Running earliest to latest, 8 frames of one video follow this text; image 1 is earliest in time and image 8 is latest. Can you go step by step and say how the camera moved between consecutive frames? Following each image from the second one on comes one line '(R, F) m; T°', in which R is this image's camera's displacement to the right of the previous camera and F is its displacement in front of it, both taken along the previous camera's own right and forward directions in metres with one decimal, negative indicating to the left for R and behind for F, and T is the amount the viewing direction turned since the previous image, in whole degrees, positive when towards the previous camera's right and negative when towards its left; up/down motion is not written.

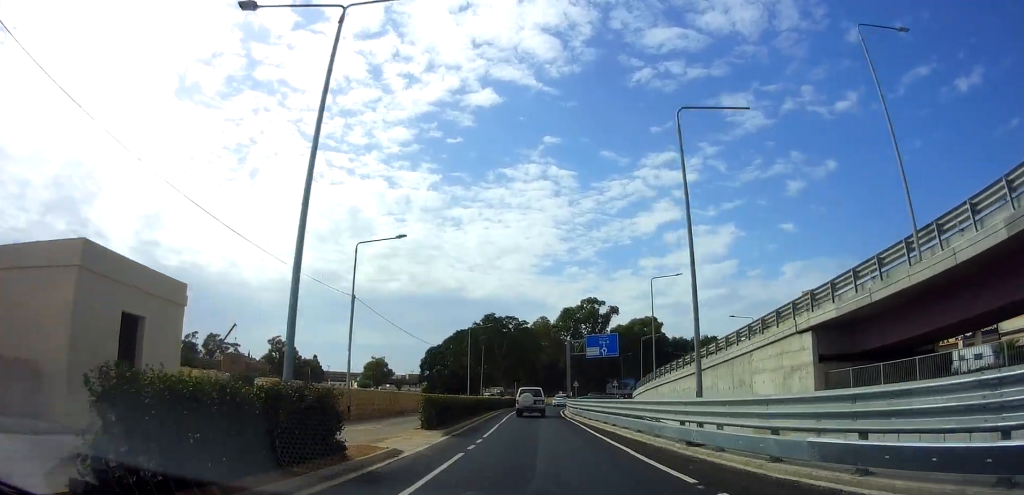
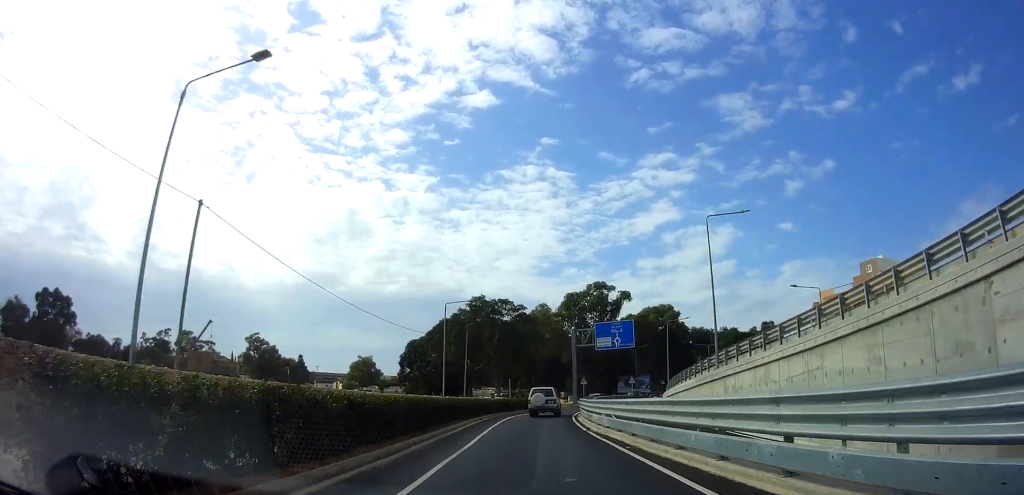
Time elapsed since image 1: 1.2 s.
(-0.4, +15.1) m; -1°
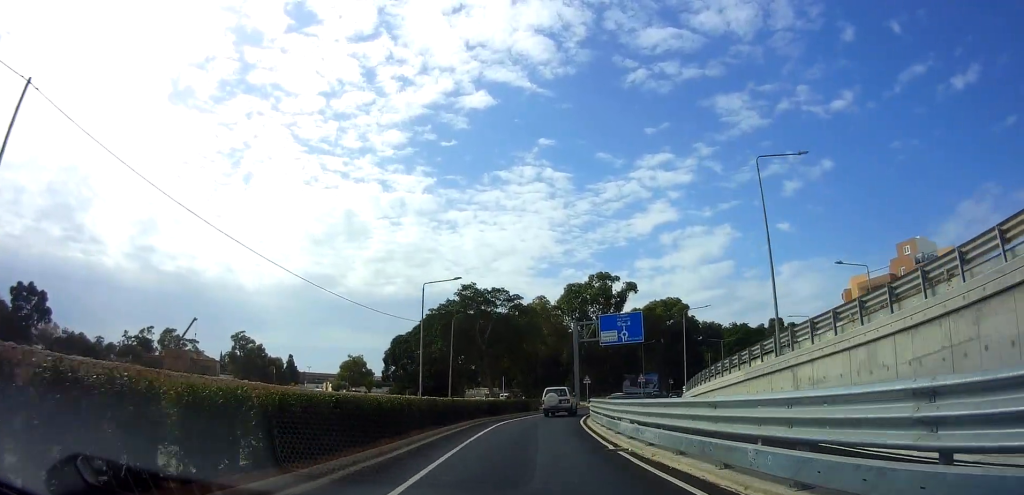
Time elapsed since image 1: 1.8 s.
(+0.1, +7.6) m; 0°
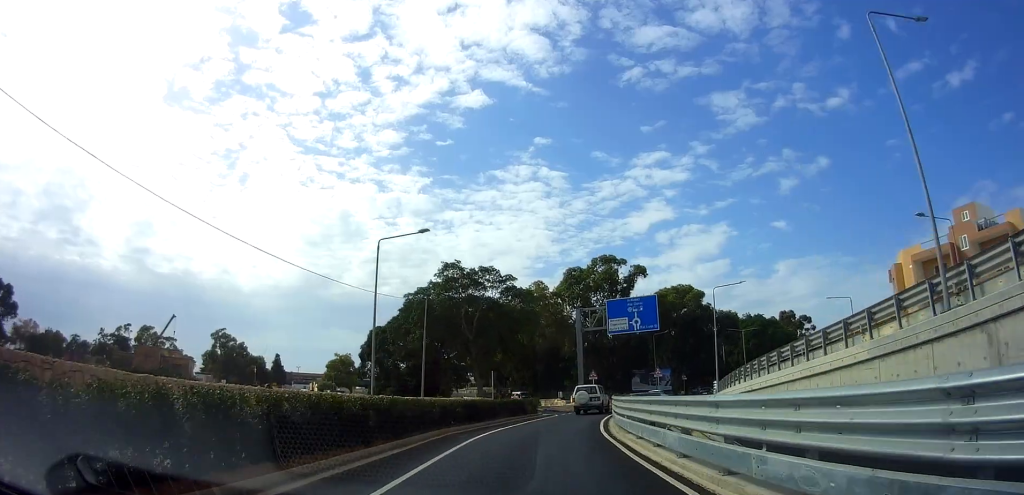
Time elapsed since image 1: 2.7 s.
(0.0, +9.8) m; +1°
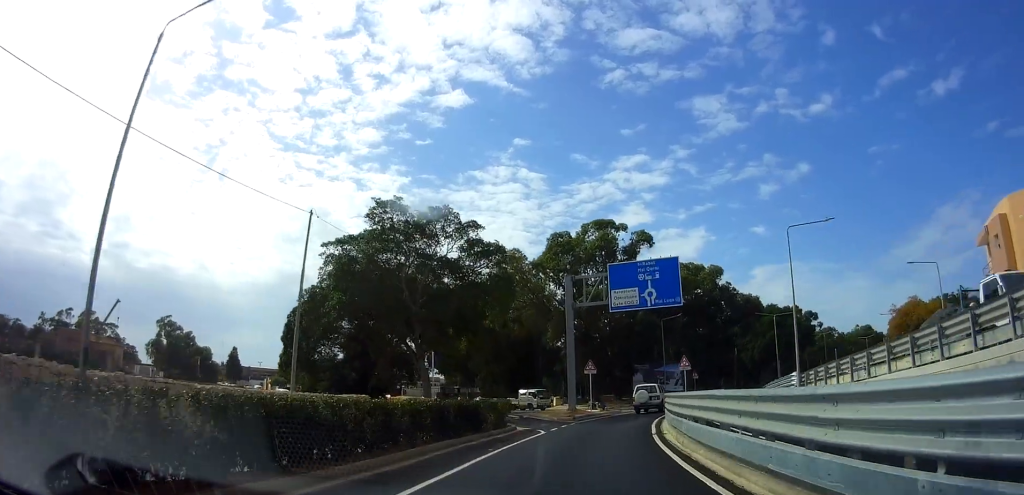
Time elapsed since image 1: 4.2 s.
(+0.8, +16.6) m; +2°
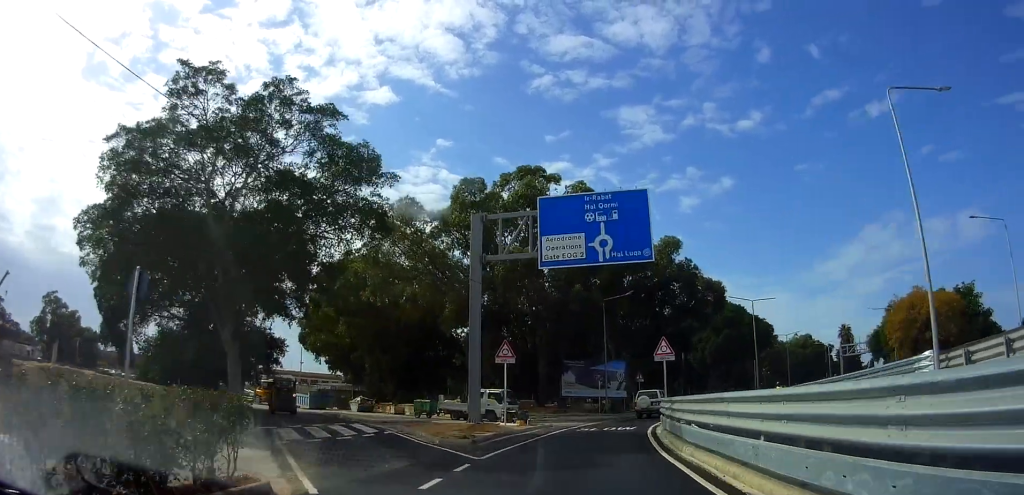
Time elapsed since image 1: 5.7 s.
(+0.2, +15.0) m; +6°
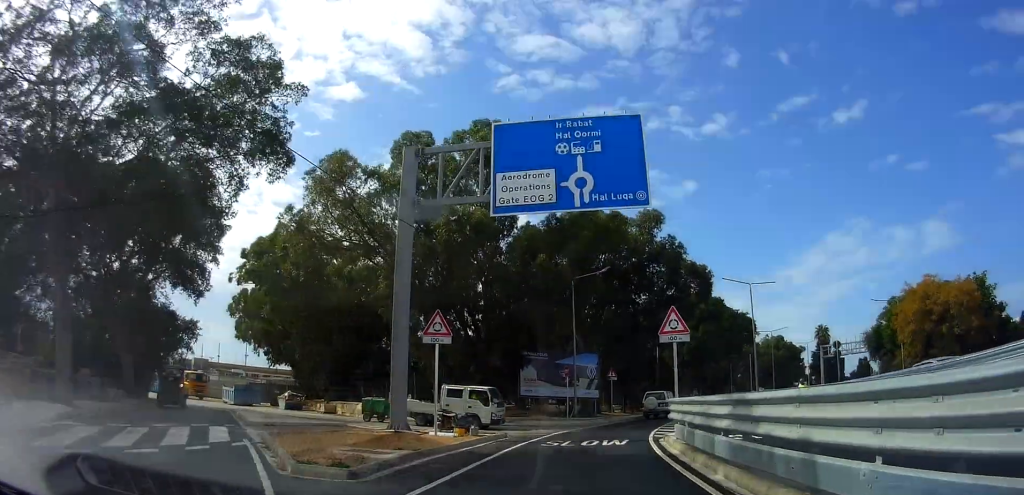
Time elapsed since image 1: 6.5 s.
(+0.6, +7.5) m; +4°
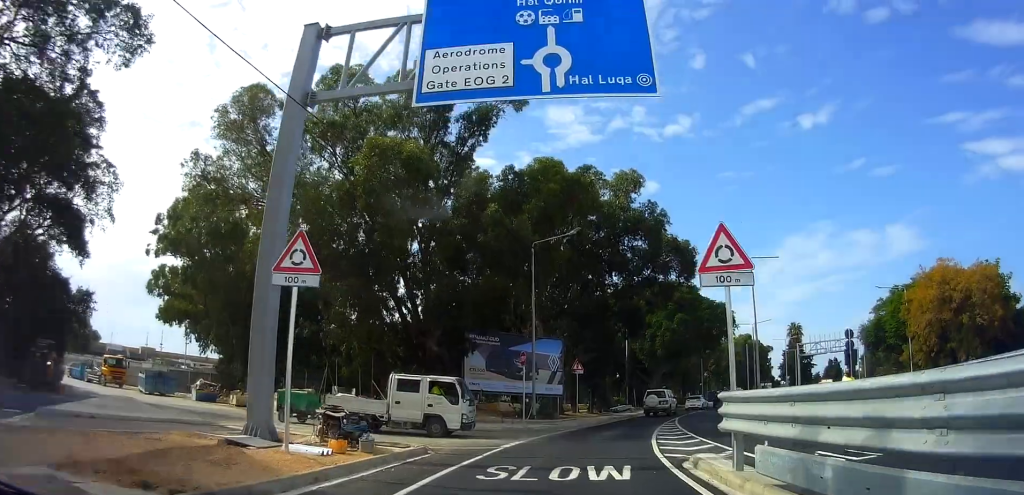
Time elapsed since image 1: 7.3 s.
(-0.7, +7.2) m; +5°
